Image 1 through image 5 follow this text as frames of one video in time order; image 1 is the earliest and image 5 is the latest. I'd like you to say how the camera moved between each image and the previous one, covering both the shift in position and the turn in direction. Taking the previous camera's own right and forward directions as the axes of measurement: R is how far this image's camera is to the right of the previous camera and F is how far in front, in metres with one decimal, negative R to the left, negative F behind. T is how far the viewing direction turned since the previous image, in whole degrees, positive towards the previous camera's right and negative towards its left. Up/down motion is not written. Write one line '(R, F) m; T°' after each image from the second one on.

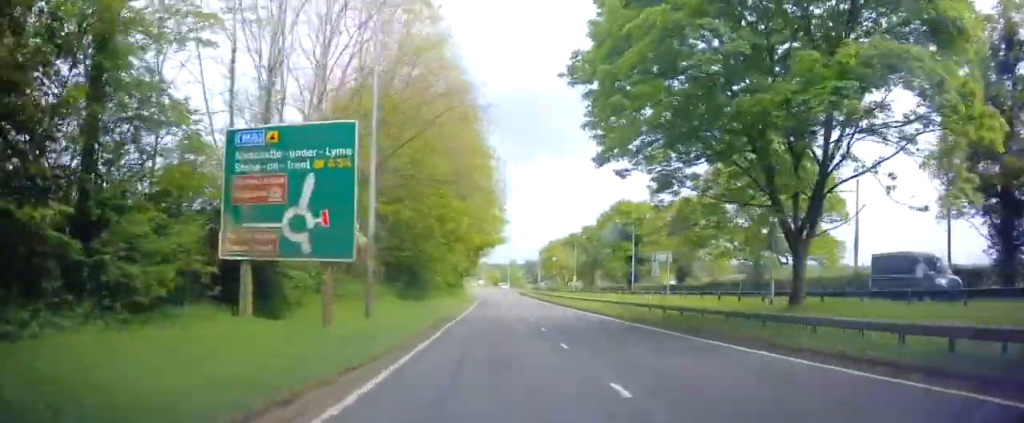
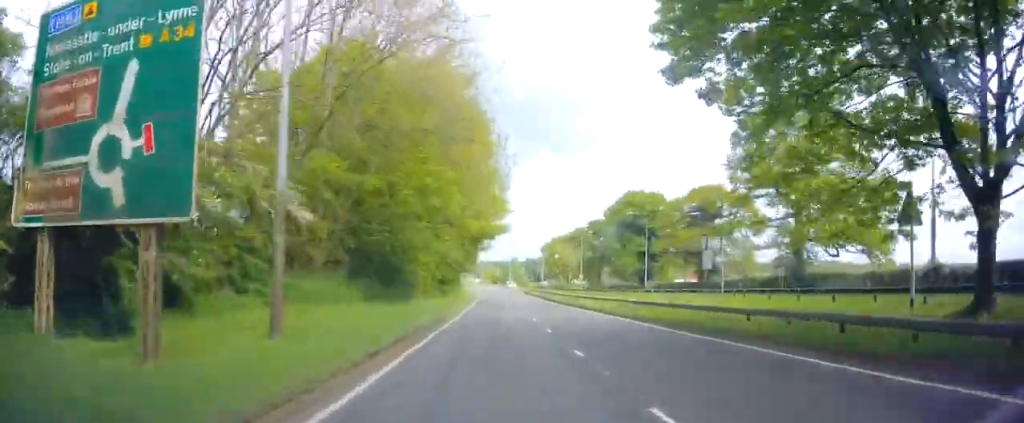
(0.0, +8.0) m; 0°
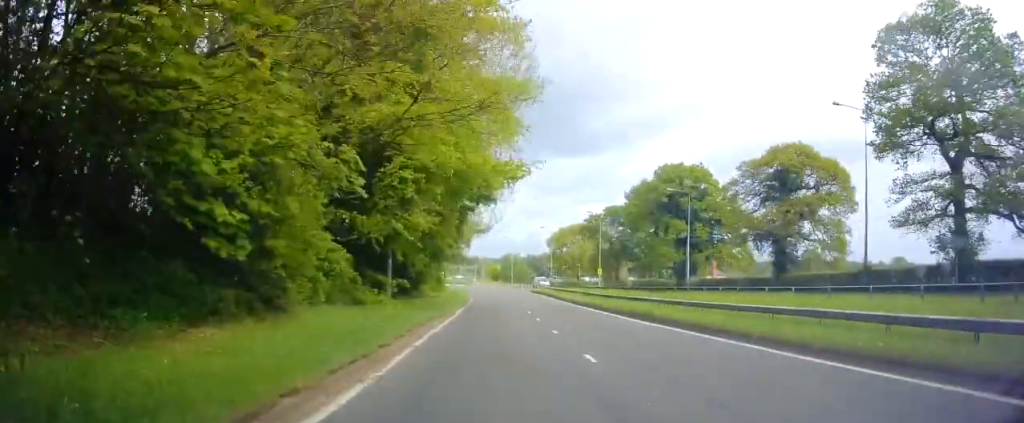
(0.0, +19.2) m; 0°
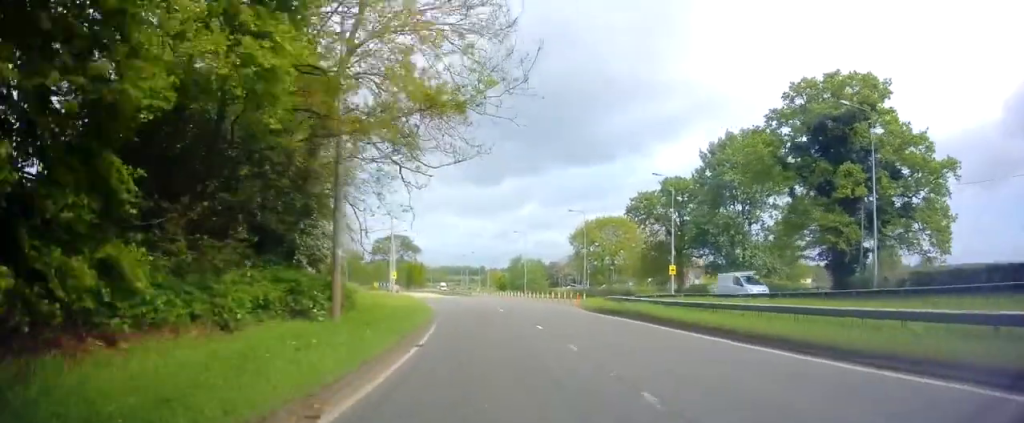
(+0.6, +35.3) m; 0°
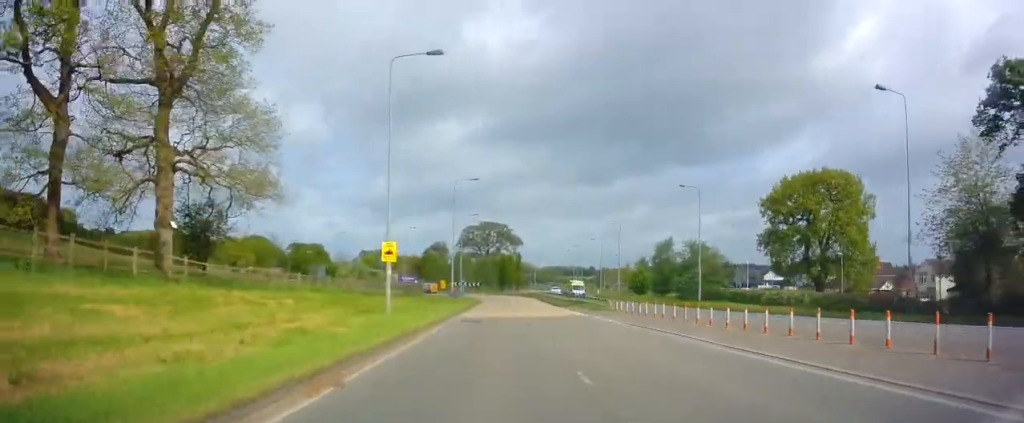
(-3.3, +51.3) m; -10°
